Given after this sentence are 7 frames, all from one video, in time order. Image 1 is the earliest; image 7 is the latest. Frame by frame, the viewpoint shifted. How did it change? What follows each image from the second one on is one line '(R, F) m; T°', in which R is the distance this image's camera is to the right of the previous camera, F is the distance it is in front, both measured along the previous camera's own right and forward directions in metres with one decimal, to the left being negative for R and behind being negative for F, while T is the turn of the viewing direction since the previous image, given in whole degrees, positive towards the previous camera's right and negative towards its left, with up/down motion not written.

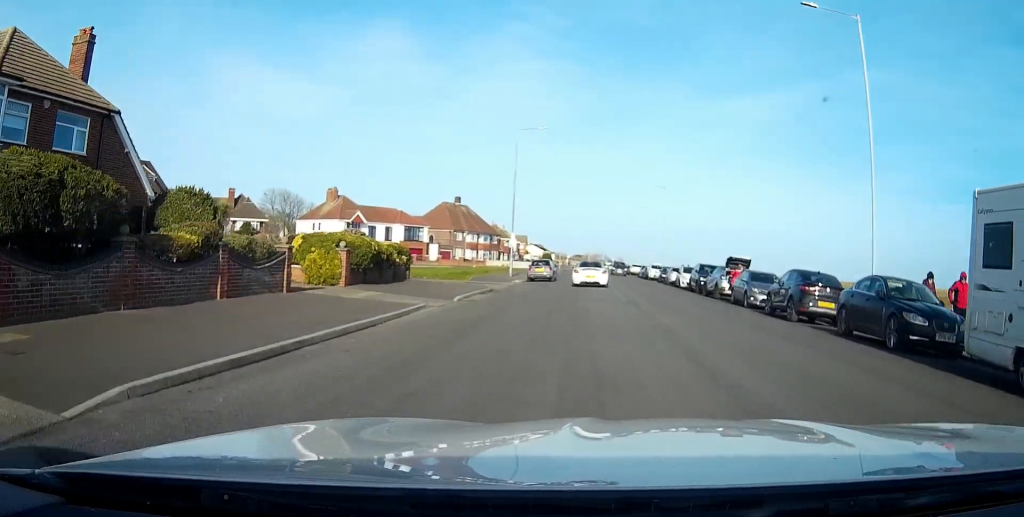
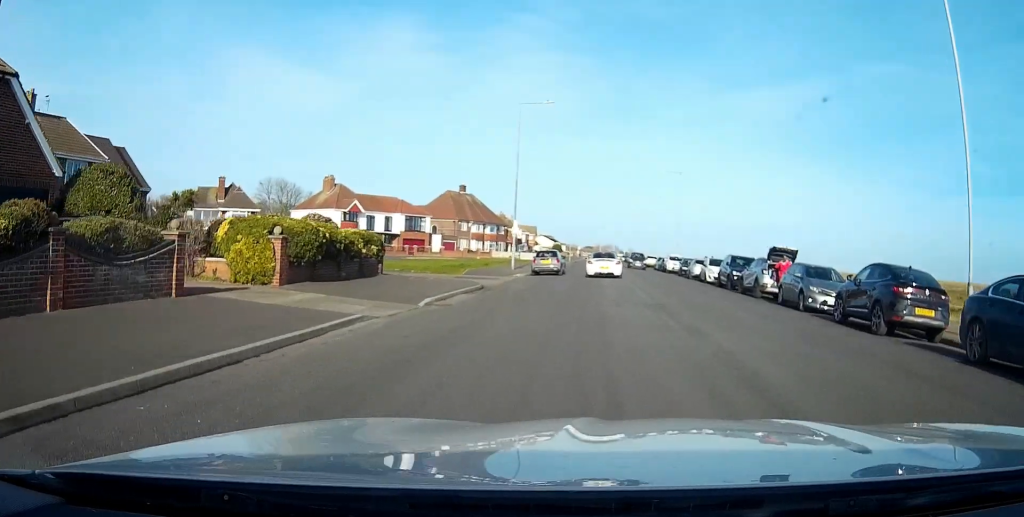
(0.0, +6.1) m; -1°
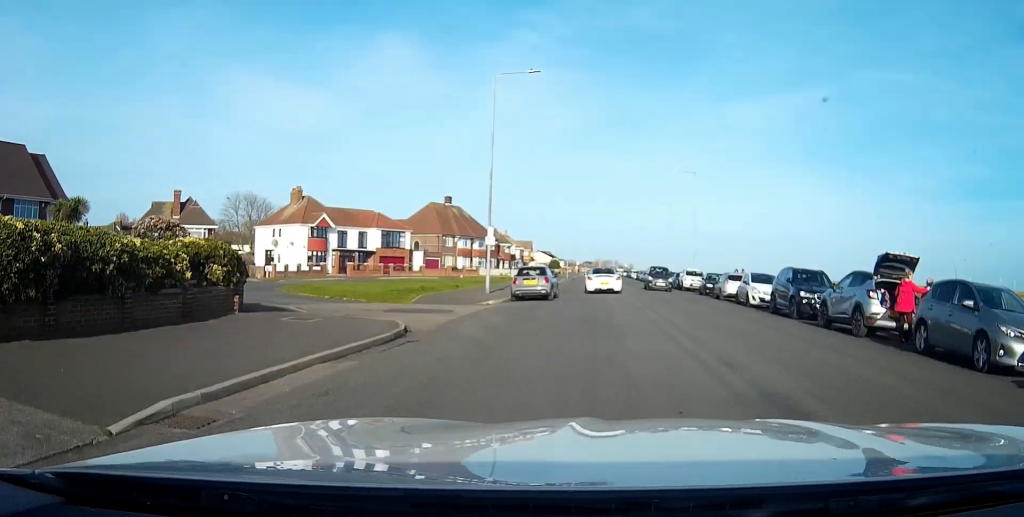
(-0.2, +11.0) m; -1°
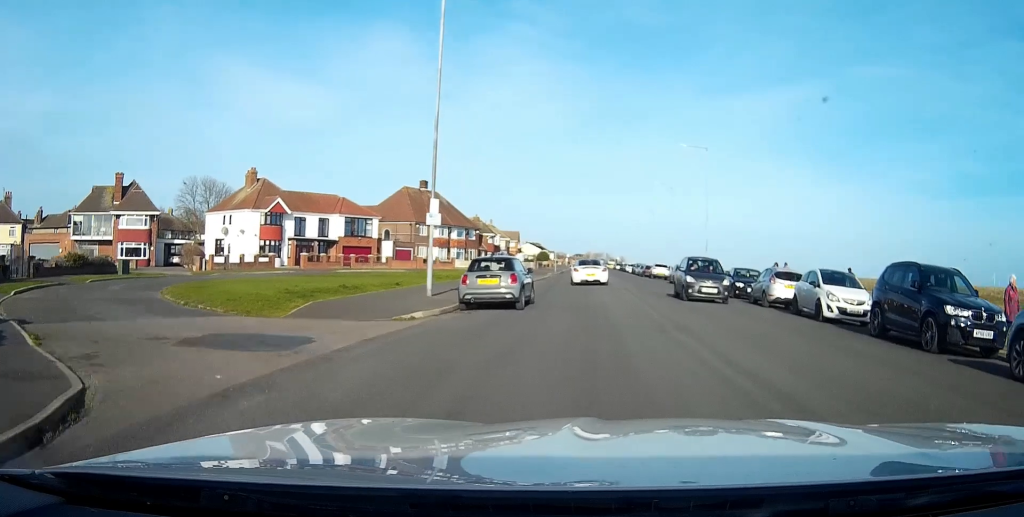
(0.0, +10.6) m; 0°
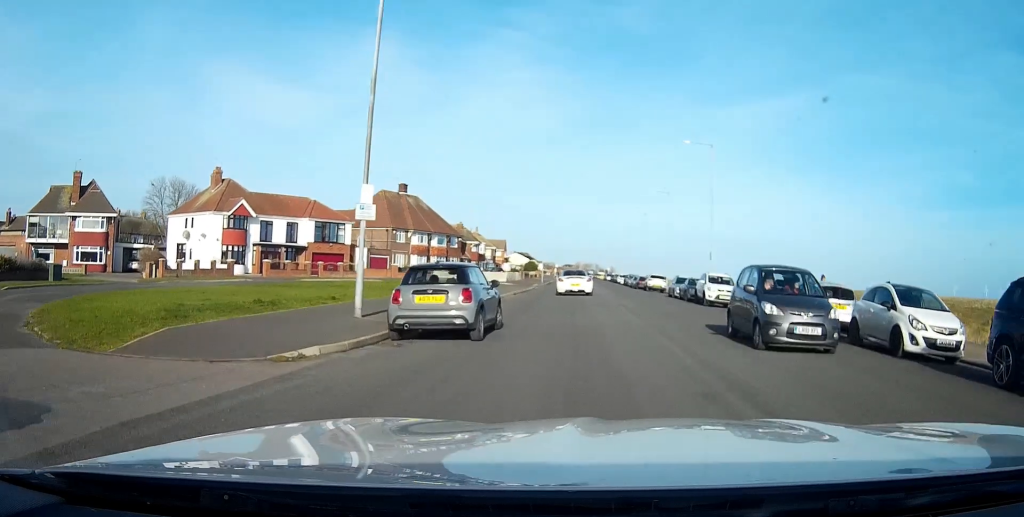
(0.0, +6.1) m; 0°
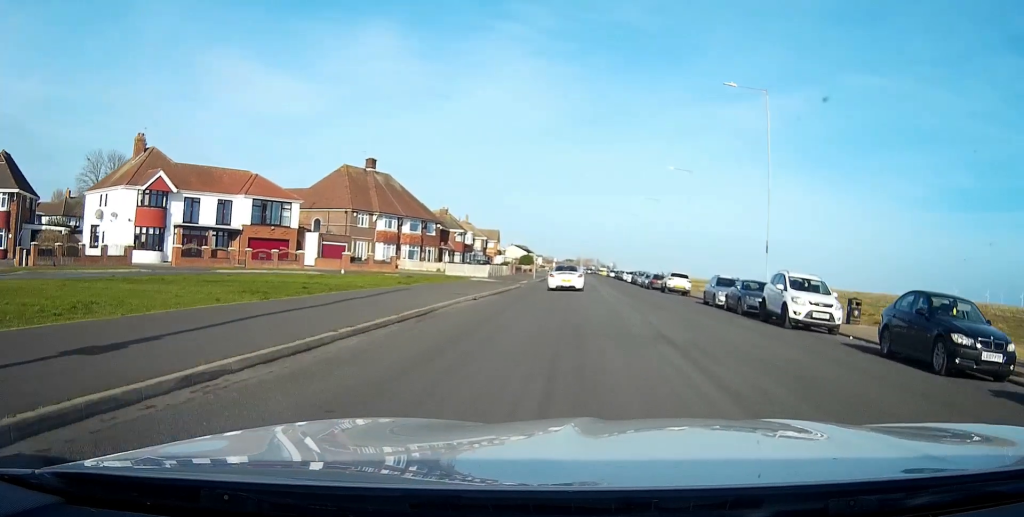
(+0.1, +14.8) m; 0°
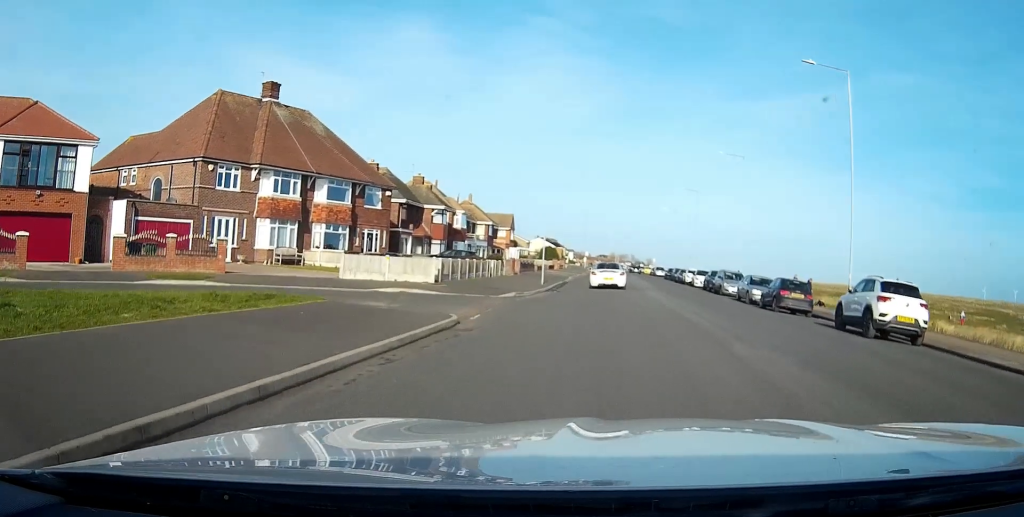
(-0.3, +32.4) m; -1°
